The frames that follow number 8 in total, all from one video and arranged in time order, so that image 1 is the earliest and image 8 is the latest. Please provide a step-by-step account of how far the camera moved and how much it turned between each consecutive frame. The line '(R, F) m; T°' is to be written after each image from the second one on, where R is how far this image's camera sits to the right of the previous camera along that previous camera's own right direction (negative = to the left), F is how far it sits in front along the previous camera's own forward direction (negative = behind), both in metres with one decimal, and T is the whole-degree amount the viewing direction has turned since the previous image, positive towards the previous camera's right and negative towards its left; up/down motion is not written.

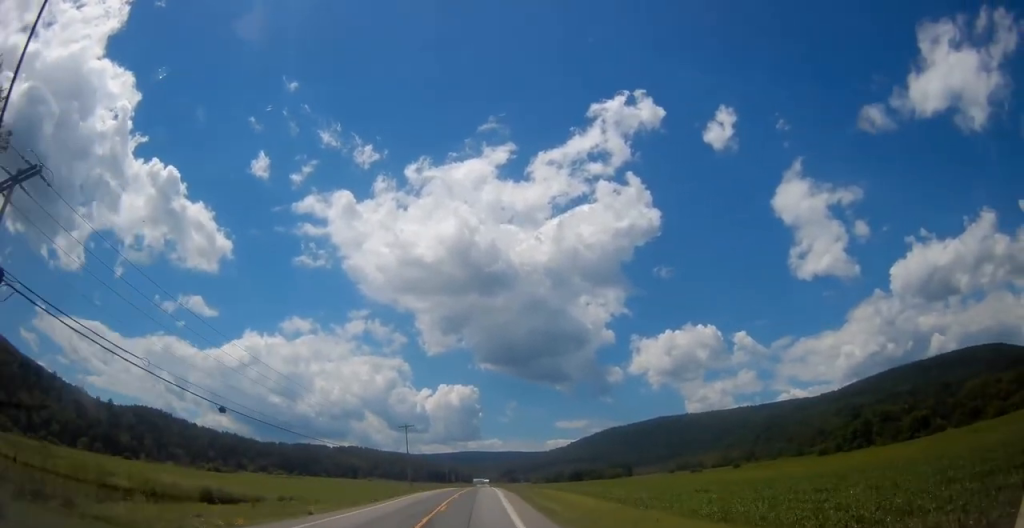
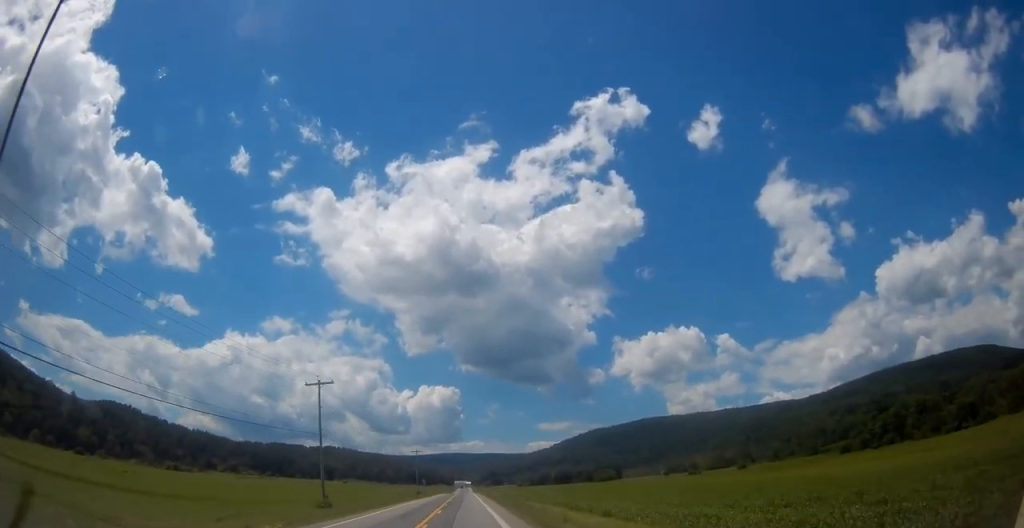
(+2.5, +43.2) m; +4°
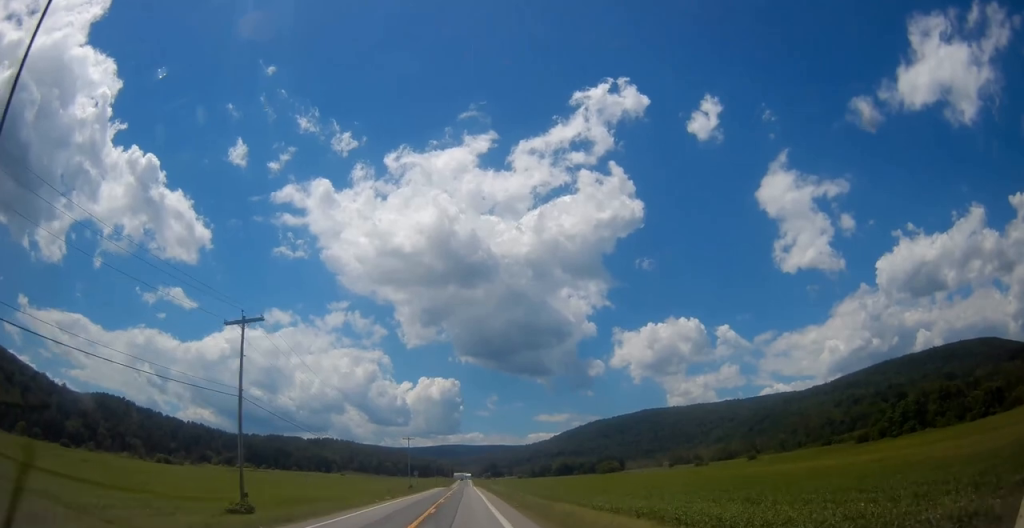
(+0.2, +16.7) m; 0°
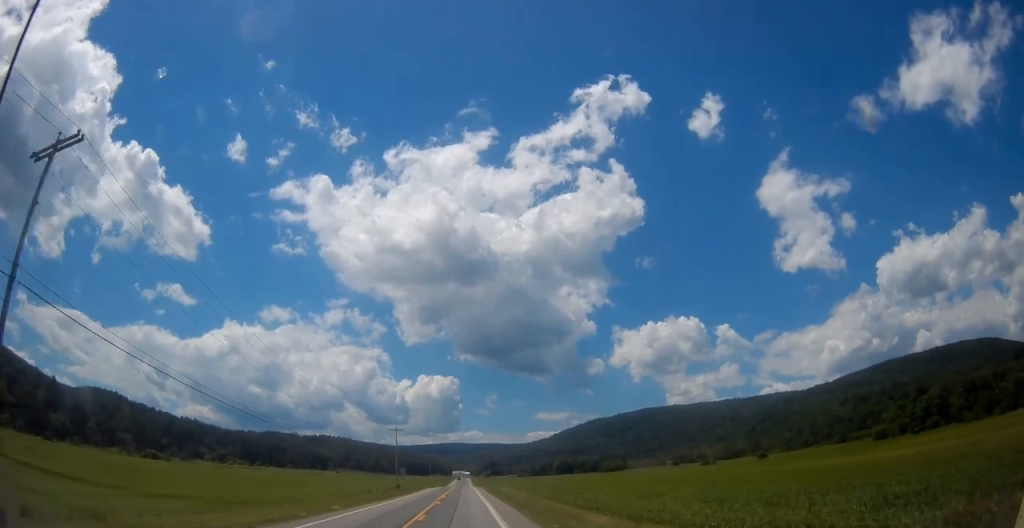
(-0.3, +17.7) m; -1°
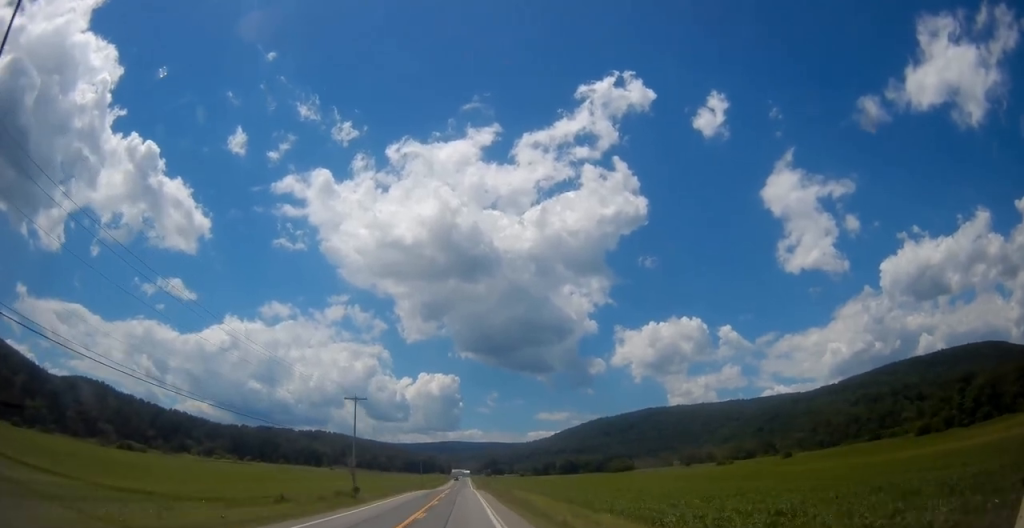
(-0.4, +35.1) m; 0°
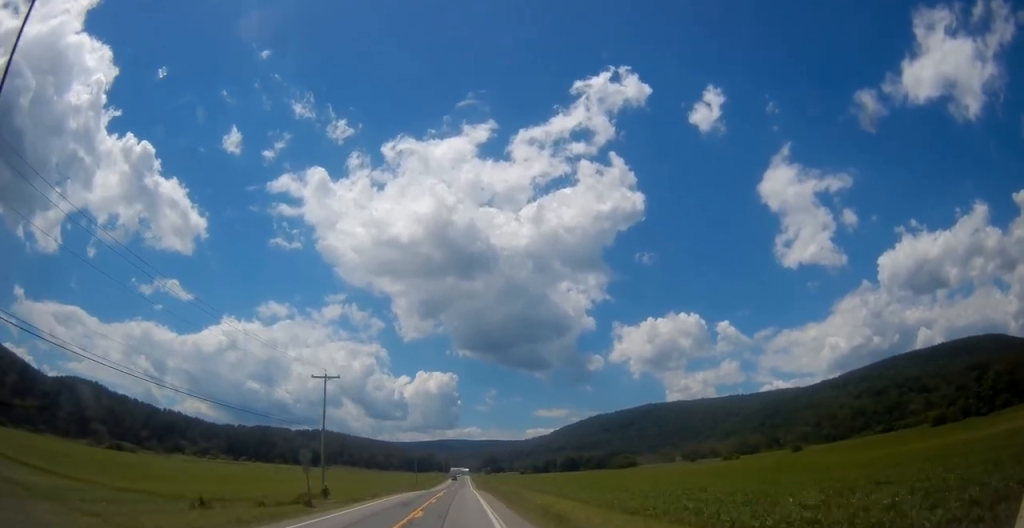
(+0.3, +12.4) m; 0°
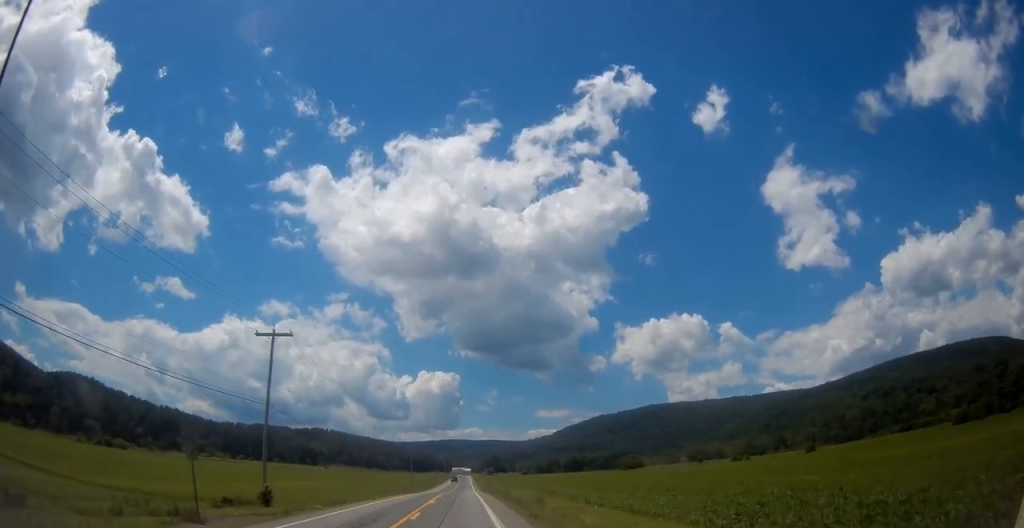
(0.0, +14.1) m; 0°
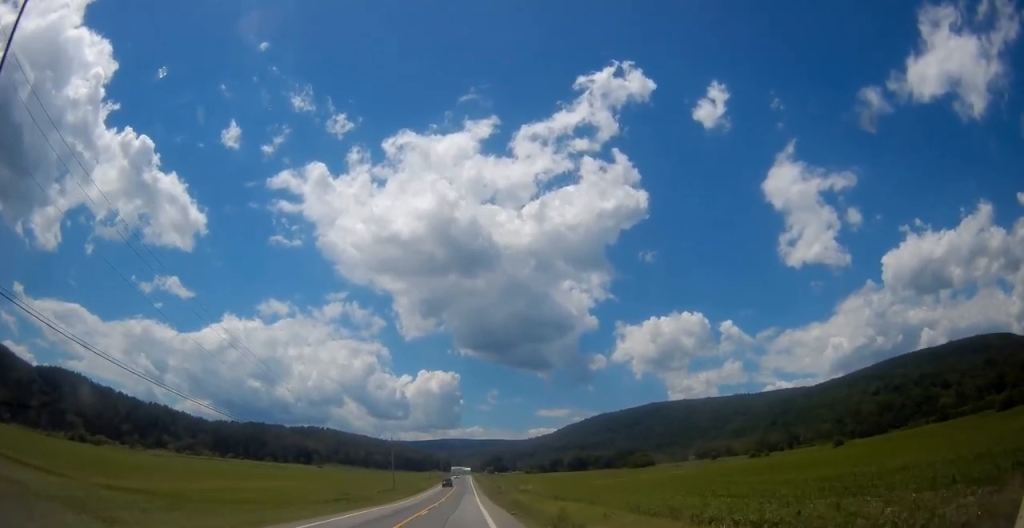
(-0.5, +30.6) m; 0°
